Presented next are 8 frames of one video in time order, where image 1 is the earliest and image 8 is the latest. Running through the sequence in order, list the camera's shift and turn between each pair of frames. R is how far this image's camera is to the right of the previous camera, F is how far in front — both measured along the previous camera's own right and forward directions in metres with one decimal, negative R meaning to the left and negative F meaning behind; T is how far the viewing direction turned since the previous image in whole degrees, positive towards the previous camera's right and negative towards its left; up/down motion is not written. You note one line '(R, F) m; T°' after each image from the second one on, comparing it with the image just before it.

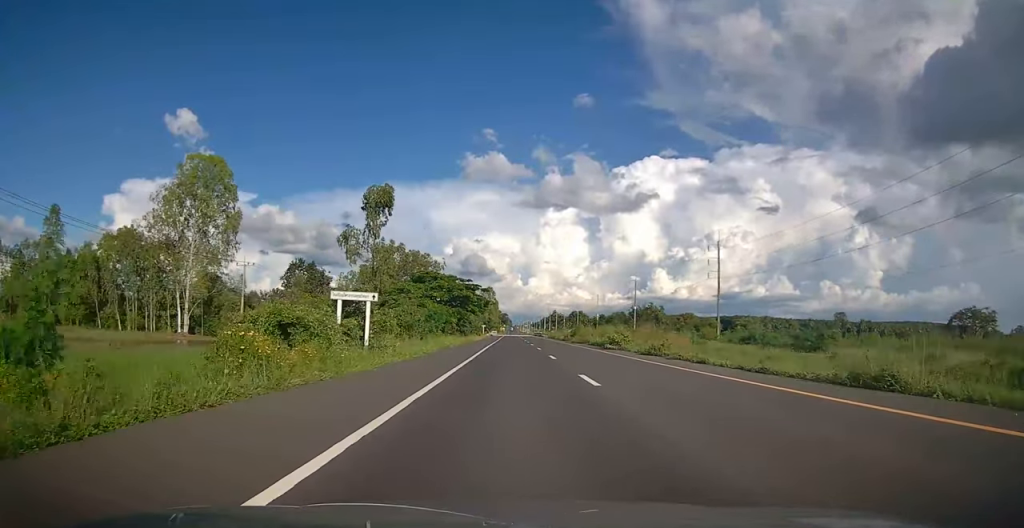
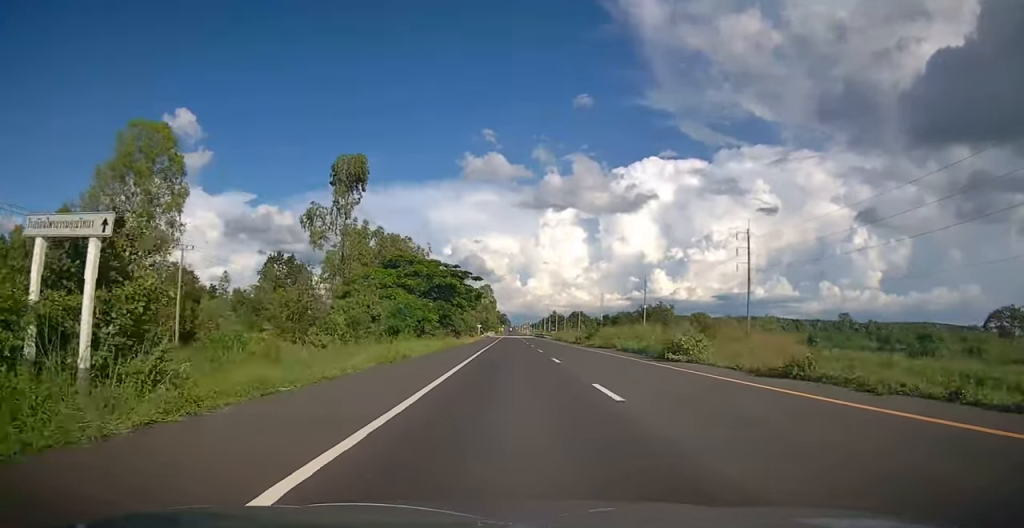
(0.0, +14.5) m; 0°
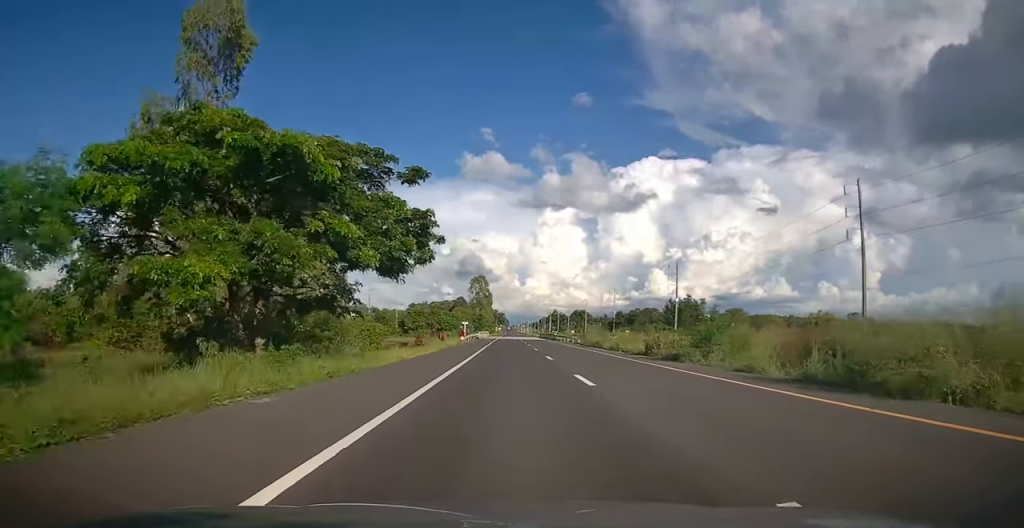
(0.0, +32.9) m; 0°
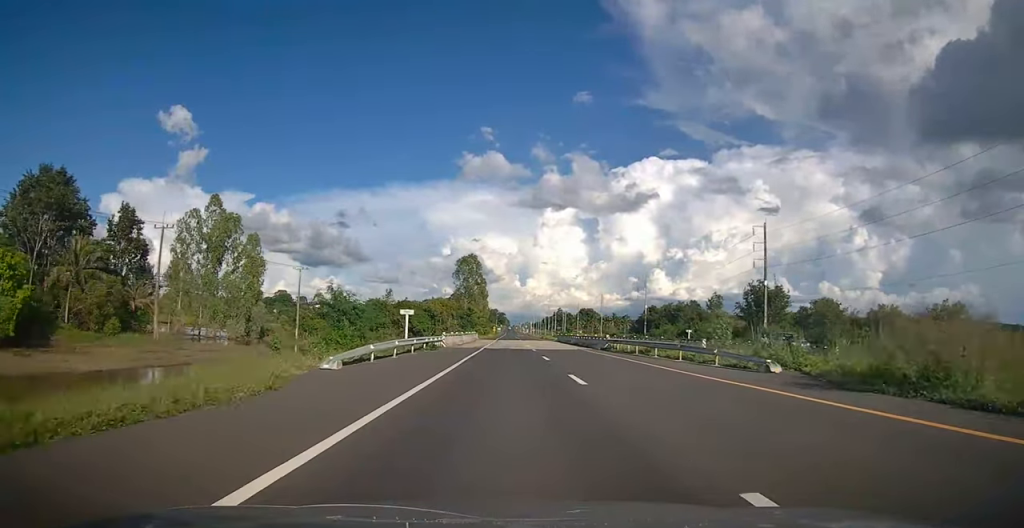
(0.0, +48.0) m; 0°
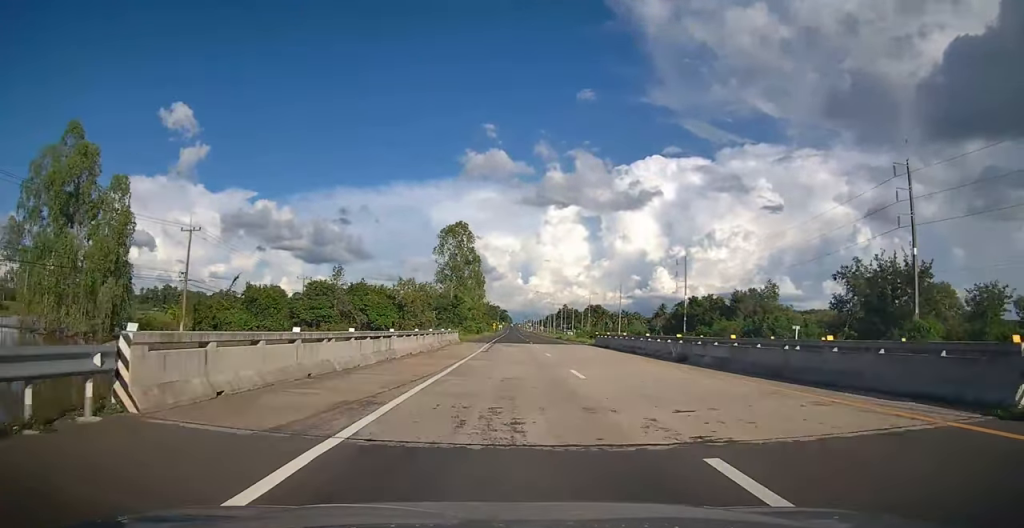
(0.0, +34.6) m; 0°
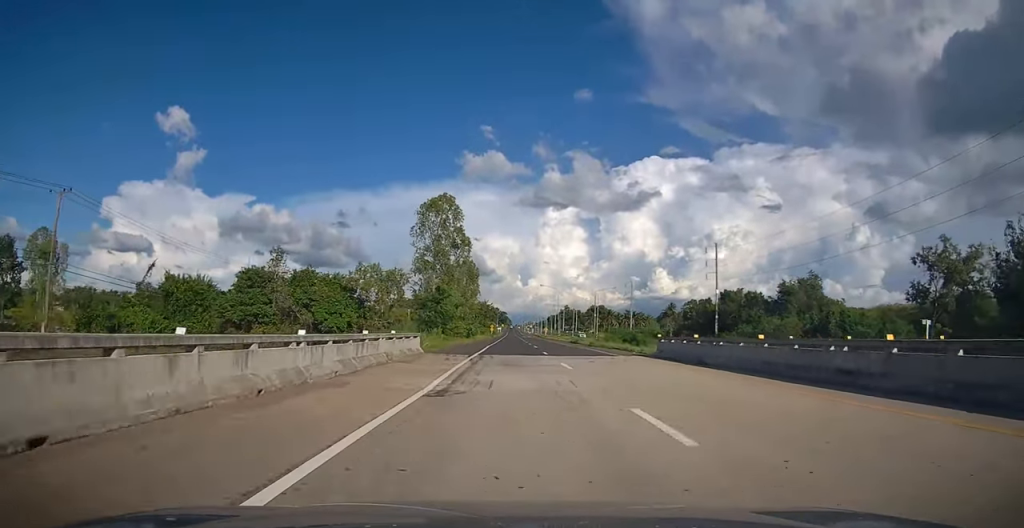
(0.0, +20.2) m; 0°
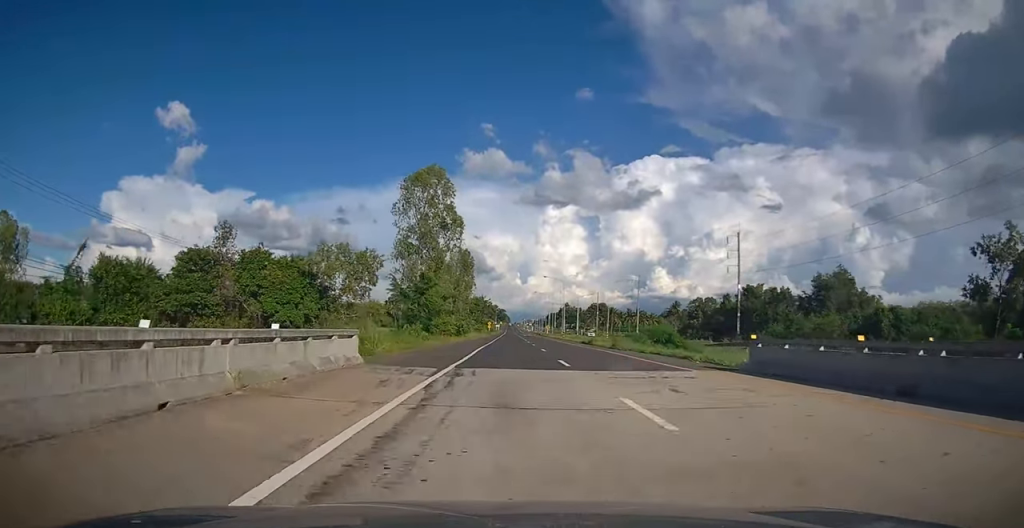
(0.0, +11.2) m; 0°
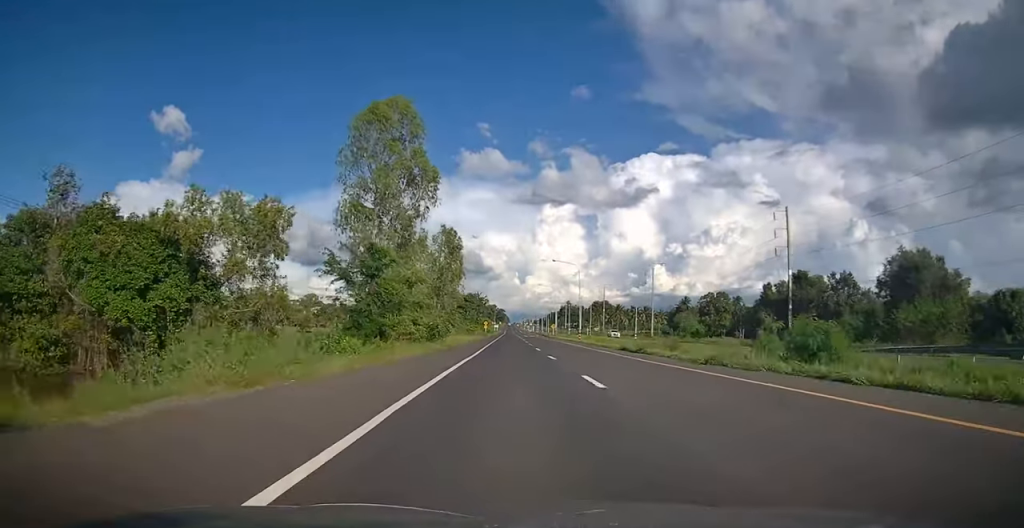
(0.0, +19.1) m; 0°
